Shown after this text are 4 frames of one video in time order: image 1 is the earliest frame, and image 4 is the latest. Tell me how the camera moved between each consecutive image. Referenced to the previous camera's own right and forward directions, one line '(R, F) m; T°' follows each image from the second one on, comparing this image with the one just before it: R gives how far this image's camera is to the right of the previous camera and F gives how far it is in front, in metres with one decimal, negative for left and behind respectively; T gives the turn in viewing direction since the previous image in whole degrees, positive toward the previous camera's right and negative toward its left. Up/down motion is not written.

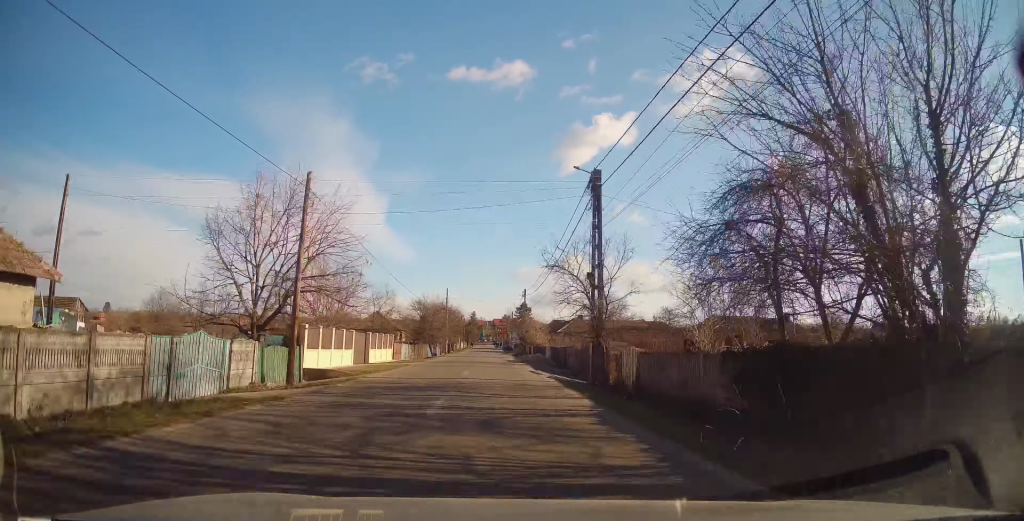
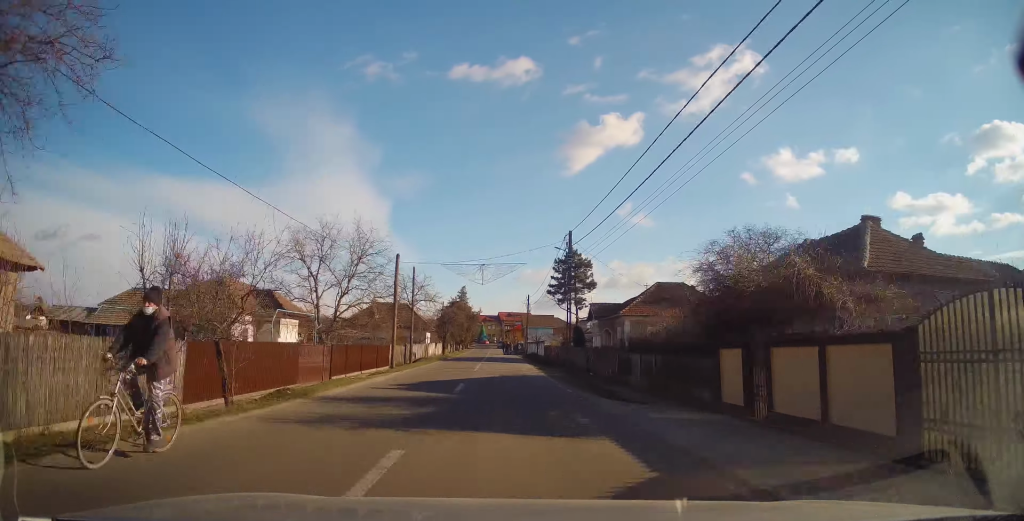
(-0.8, +76.7) m; -1°
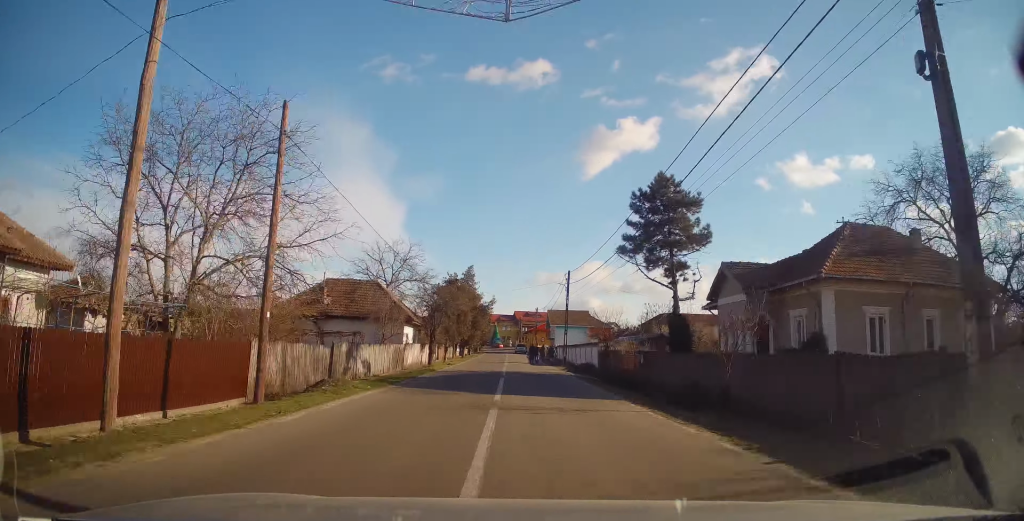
(-0.5, +25.3) m; -1°
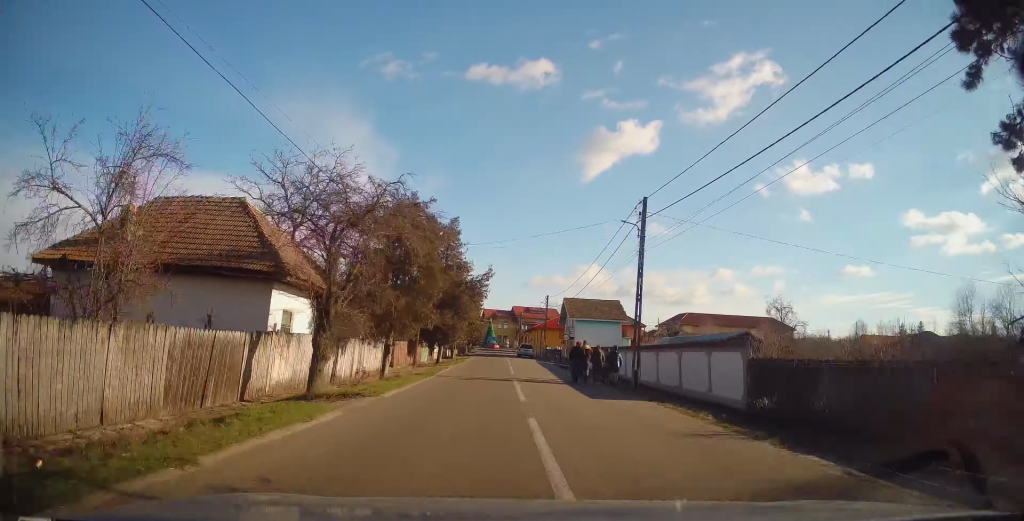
(+0.2, +23.7) m; 0°
